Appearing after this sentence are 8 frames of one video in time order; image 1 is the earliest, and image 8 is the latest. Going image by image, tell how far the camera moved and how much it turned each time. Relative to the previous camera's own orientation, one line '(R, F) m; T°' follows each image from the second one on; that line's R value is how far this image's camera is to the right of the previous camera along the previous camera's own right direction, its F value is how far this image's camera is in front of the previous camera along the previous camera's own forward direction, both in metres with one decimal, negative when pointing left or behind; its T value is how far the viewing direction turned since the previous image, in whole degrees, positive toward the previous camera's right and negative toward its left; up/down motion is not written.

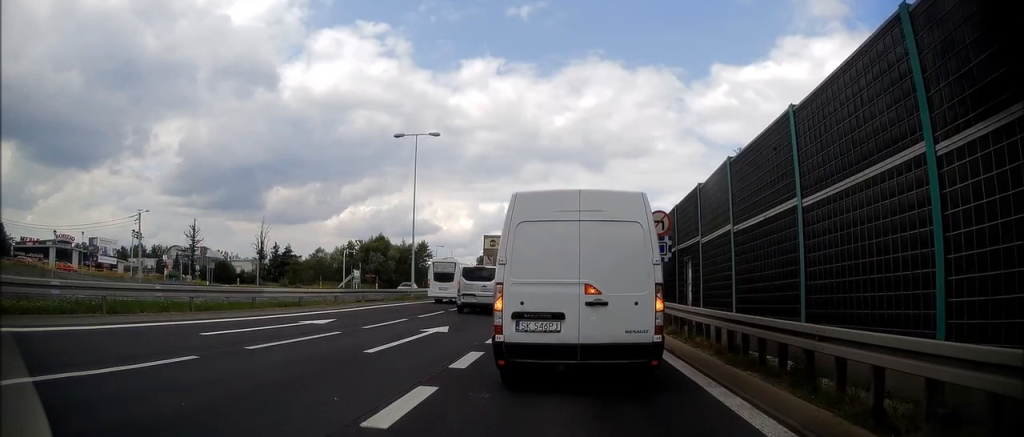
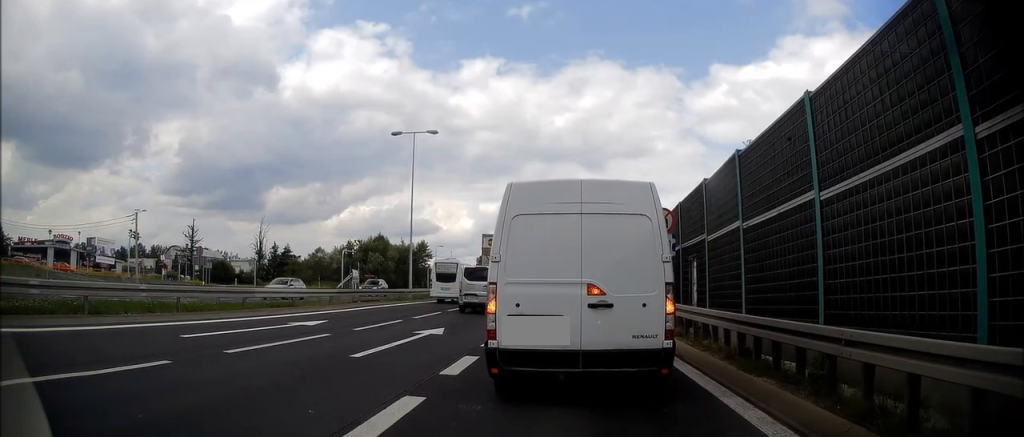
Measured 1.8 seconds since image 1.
(-0.4, +0.6) m; 0°
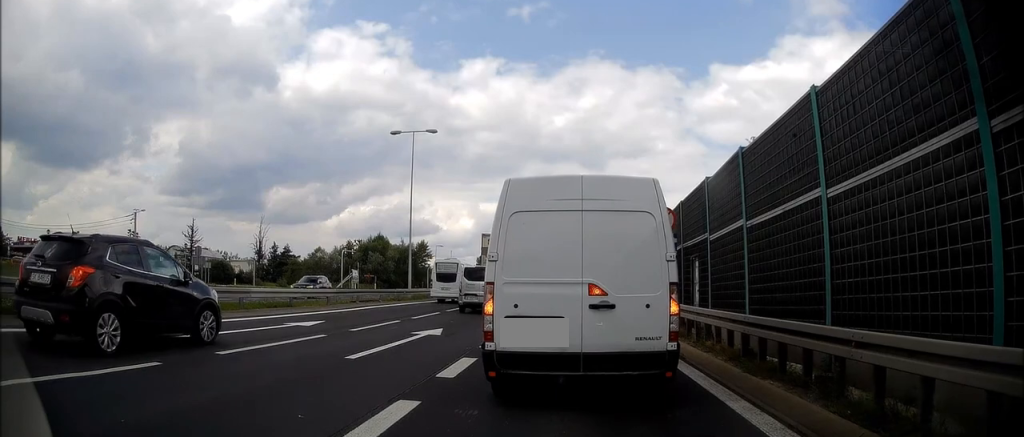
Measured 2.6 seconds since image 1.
(+0.1, +0.3) m; 0°
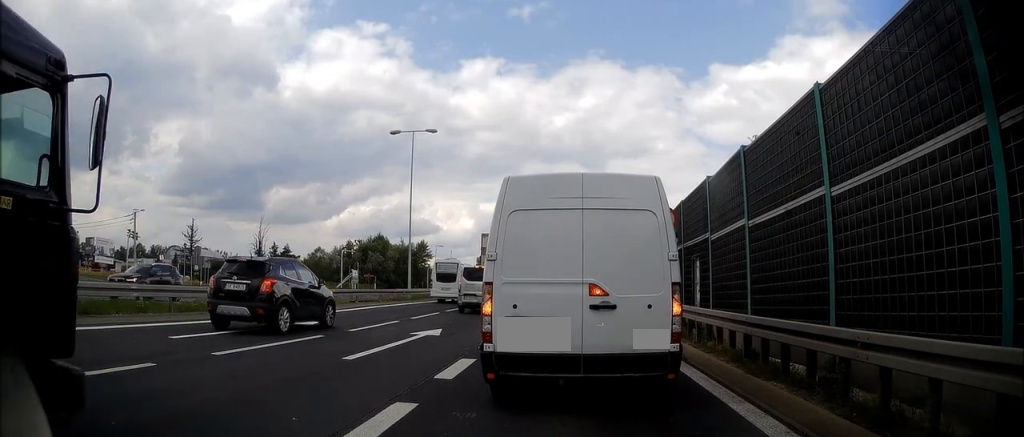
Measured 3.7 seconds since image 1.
(+0.1, +0.3) m; 0°
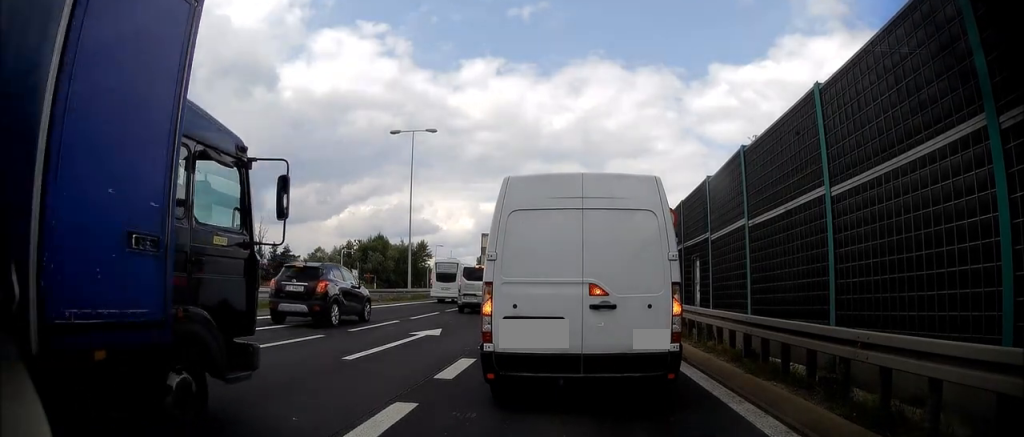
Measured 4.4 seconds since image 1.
(0.0, +0.1) m; 0°
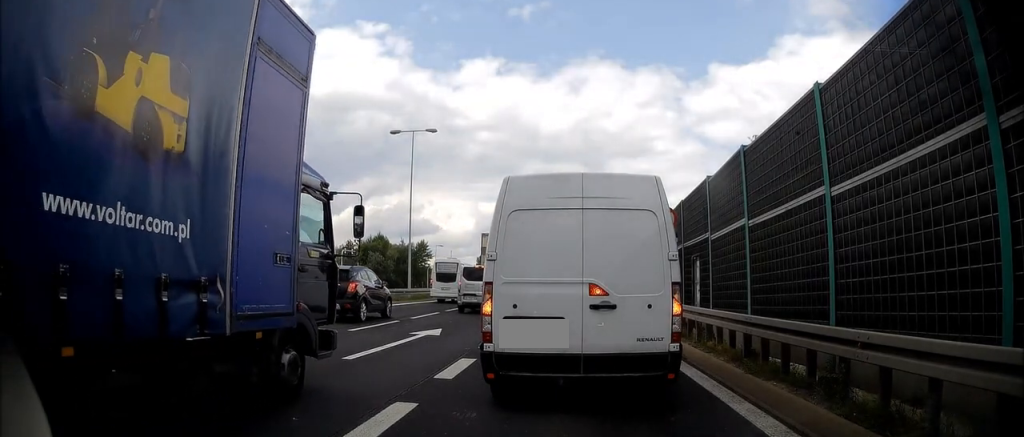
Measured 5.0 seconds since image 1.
(0.0, +0.1) m; 0°
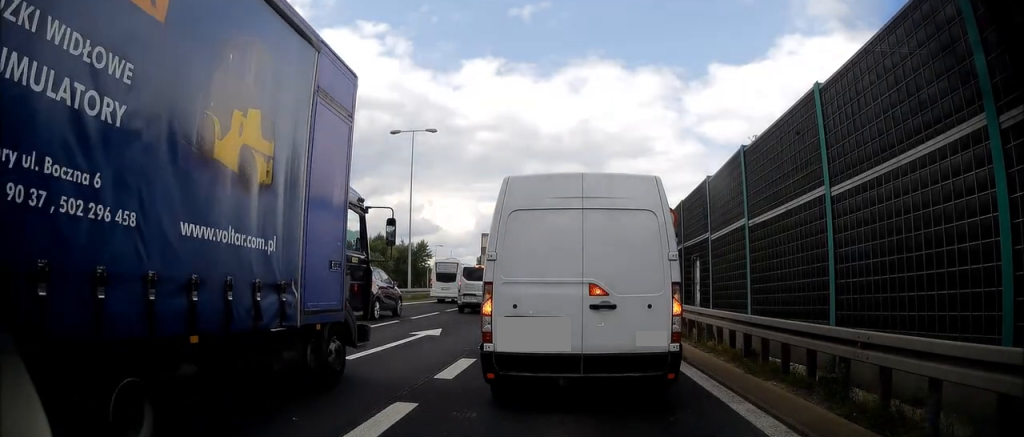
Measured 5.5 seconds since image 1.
(0.0, 0.0) m; 0°
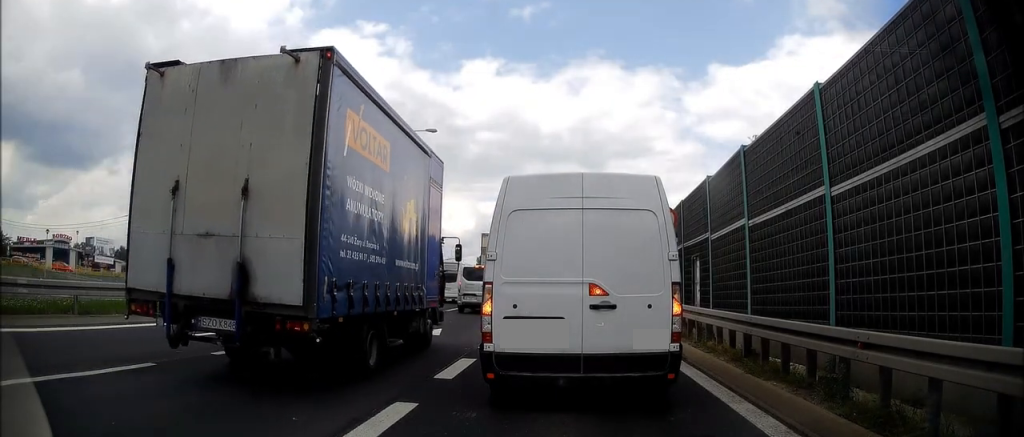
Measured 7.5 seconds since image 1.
(0.0, +0.1) m; 0°
